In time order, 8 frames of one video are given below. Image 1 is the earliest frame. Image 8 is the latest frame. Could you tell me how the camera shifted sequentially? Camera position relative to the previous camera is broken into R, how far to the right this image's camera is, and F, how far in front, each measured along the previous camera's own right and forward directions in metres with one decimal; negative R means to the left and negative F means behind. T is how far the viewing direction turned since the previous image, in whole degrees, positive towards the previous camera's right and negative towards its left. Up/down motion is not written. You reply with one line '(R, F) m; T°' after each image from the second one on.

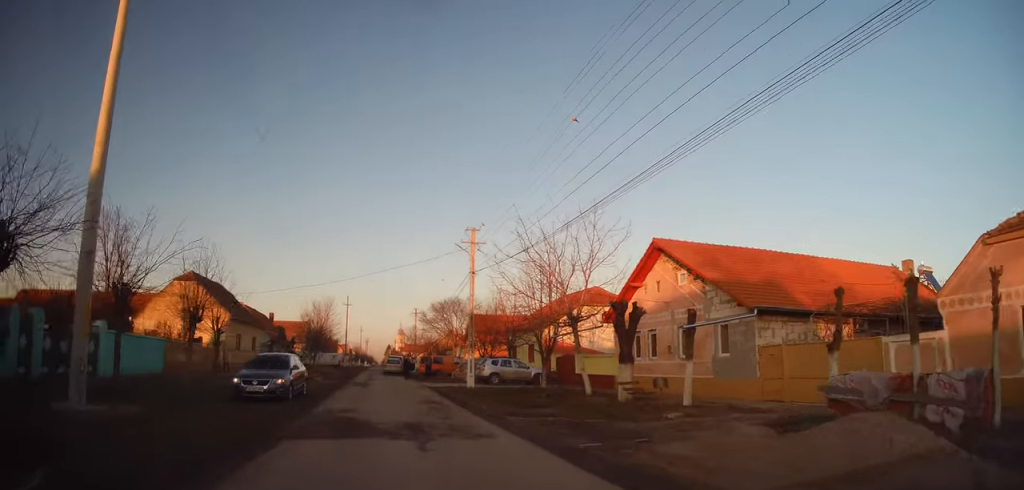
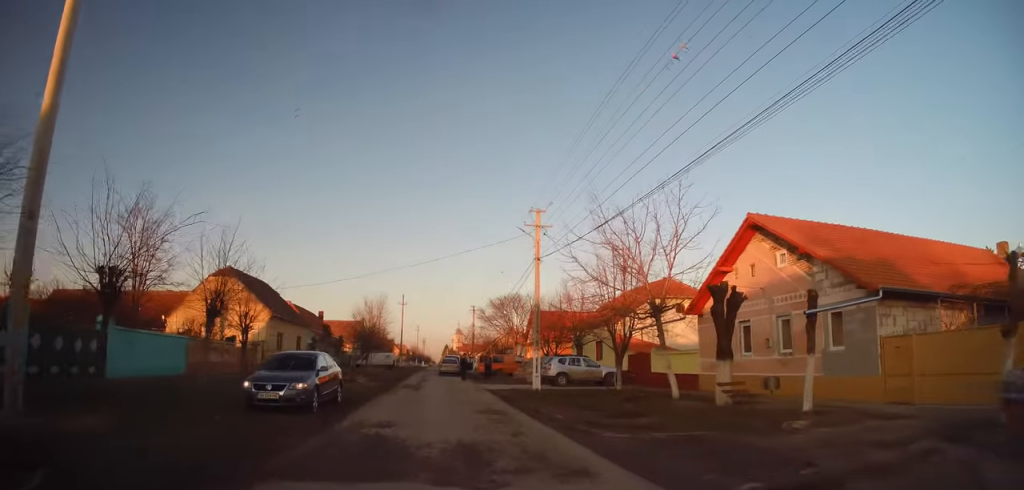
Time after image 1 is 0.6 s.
(-0.3, +2.8) m; -8°
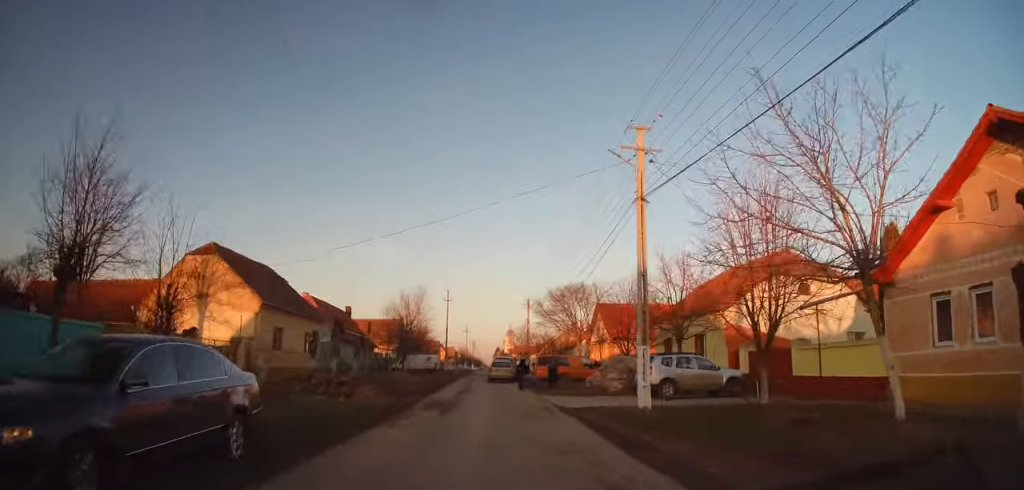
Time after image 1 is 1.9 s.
(-0.5, +7.7) m; -5°
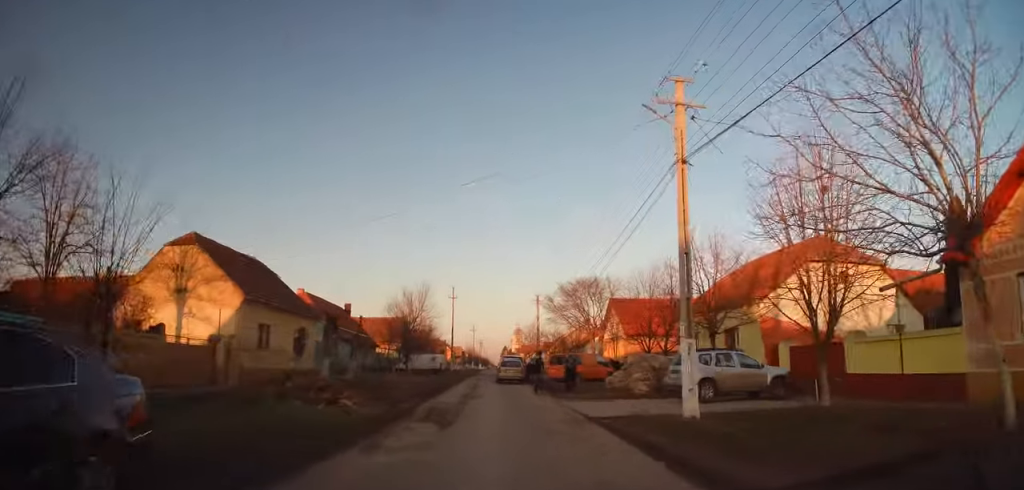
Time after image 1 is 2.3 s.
(+0.1, +2.5) m; -1°
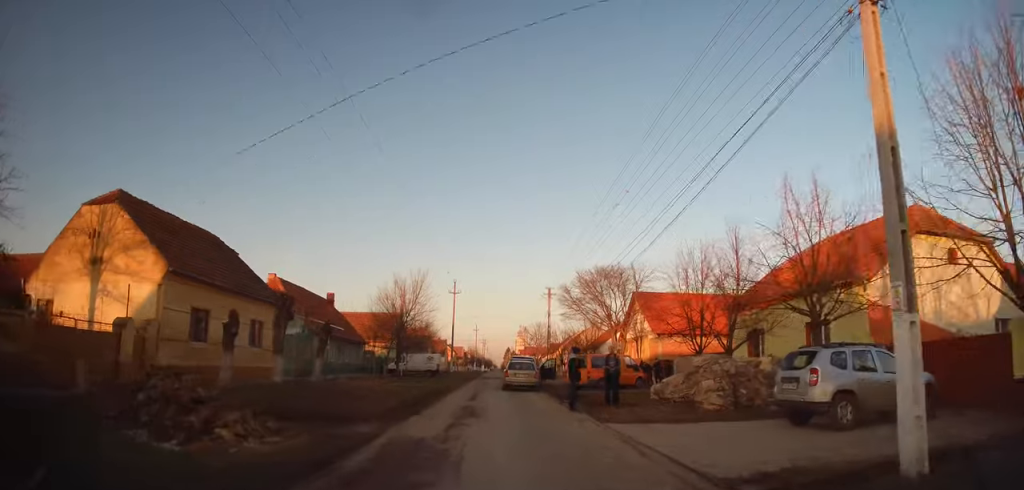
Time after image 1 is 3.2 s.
(-0.3, +6.4) m; -4°
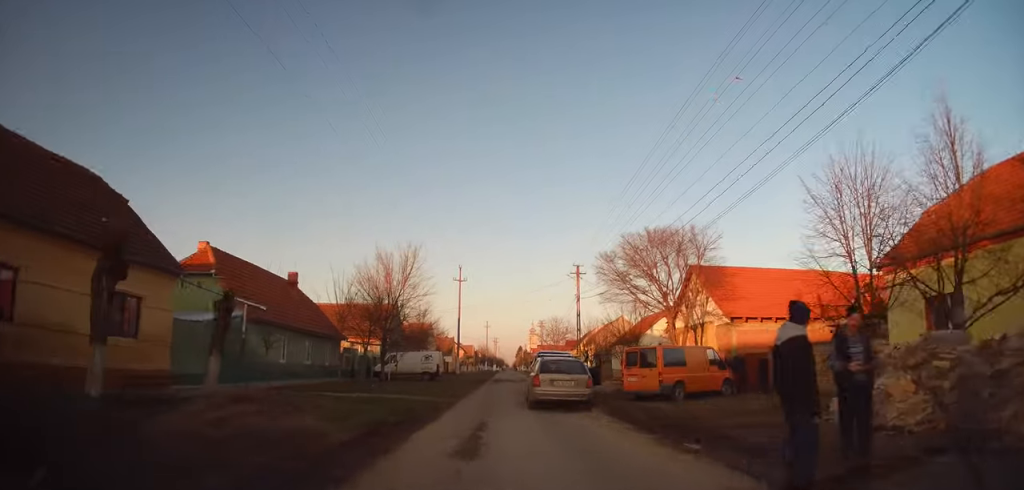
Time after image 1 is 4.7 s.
(-0.2, +10.3) m; -1°
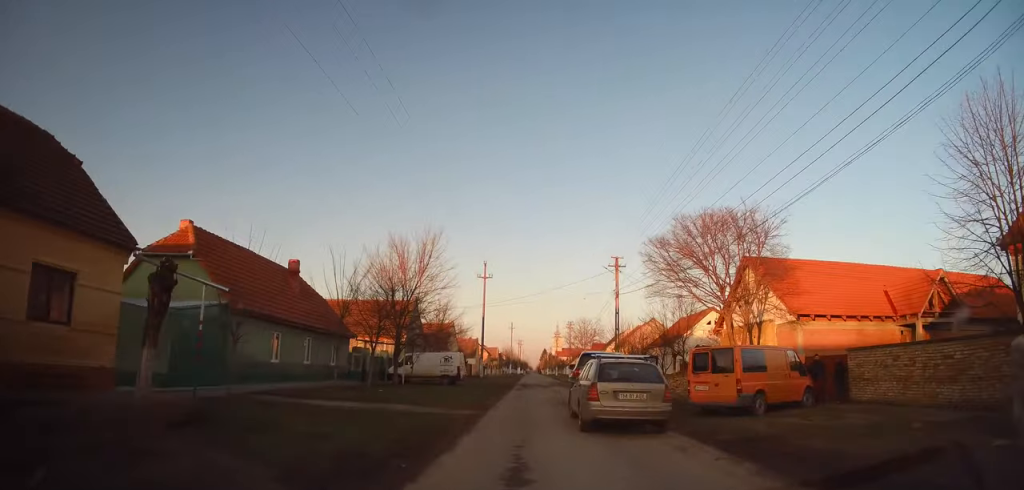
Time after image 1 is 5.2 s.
(+0.2, +4.2) m; -1°
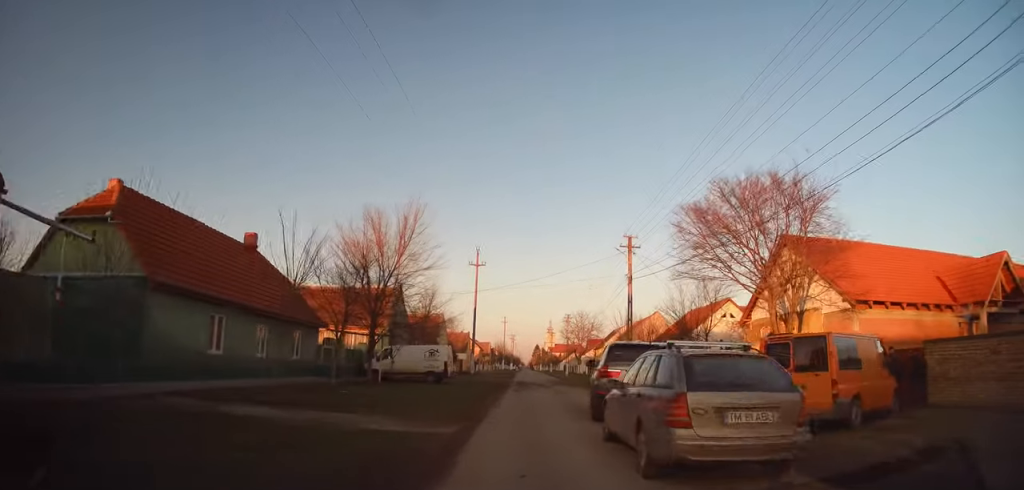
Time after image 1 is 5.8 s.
(-0.3, +4.6) m; 0°
